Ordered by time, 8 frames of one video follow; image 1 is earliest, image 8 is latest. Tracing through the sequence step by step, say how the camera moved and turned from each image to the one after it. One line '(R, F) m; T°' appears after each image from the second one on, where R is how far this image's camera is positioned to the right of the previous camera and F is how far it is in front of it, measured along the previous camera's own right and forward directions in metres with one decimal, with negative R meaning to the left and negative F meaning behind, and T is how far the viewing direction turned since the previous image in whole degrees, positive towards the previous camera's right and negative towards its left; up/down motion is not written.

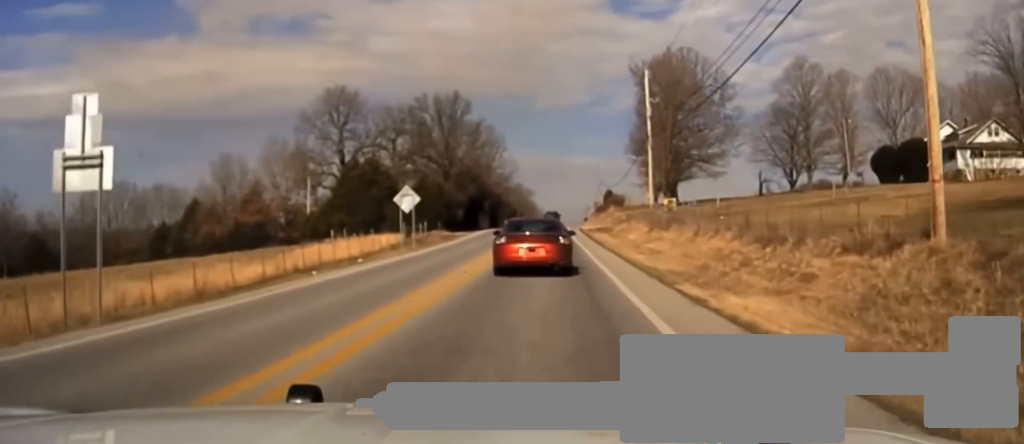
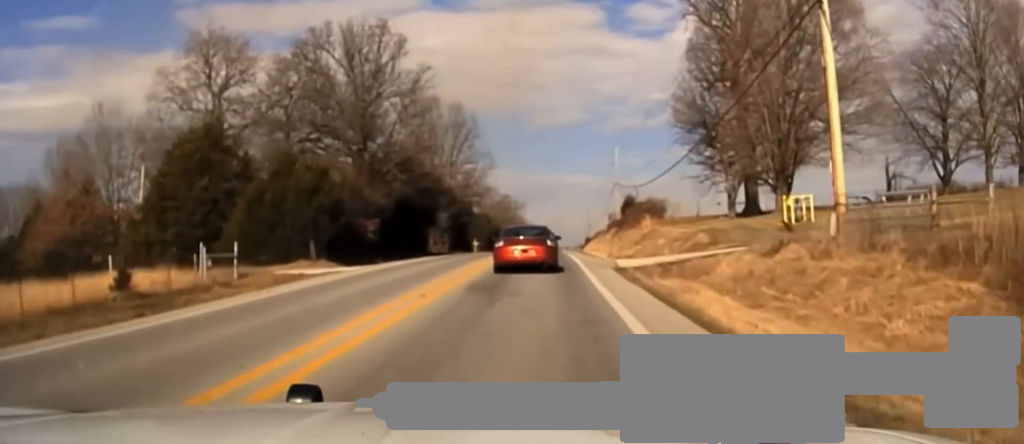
(+0.3, +46.6) m; 0°
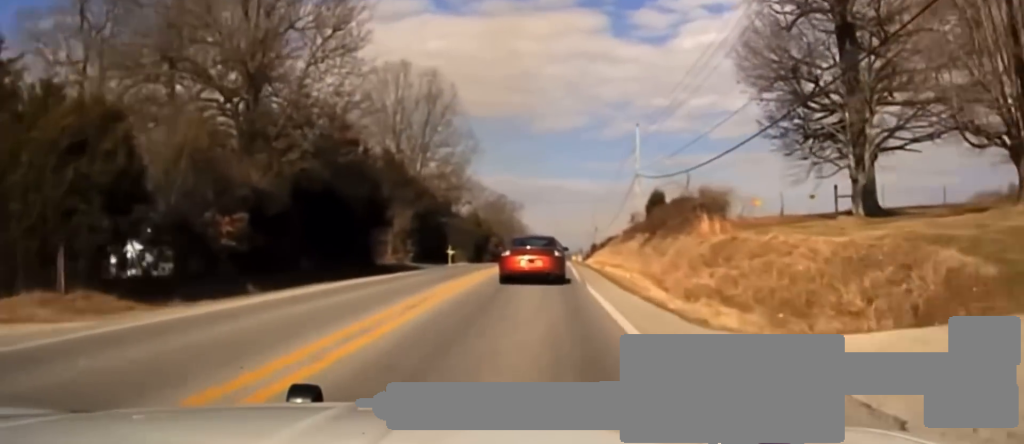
(-0.1, +21.0) m; +1°
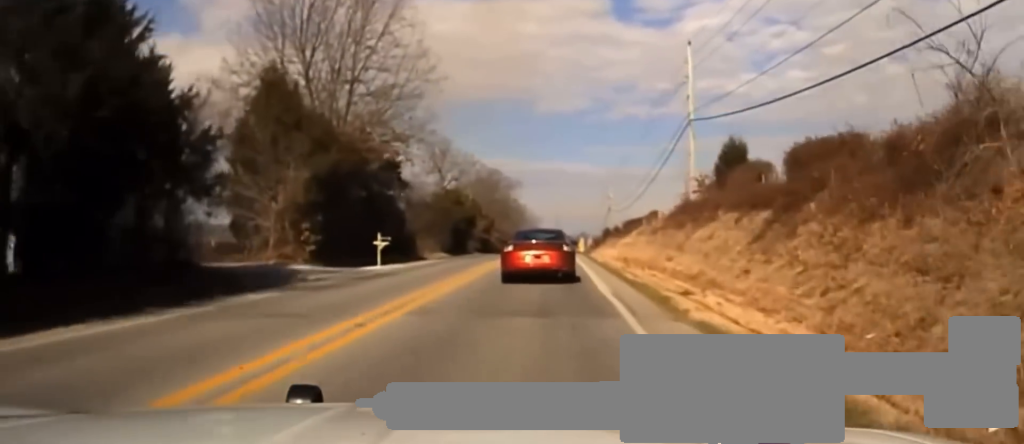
(+0.3, +27.6) m; 0°
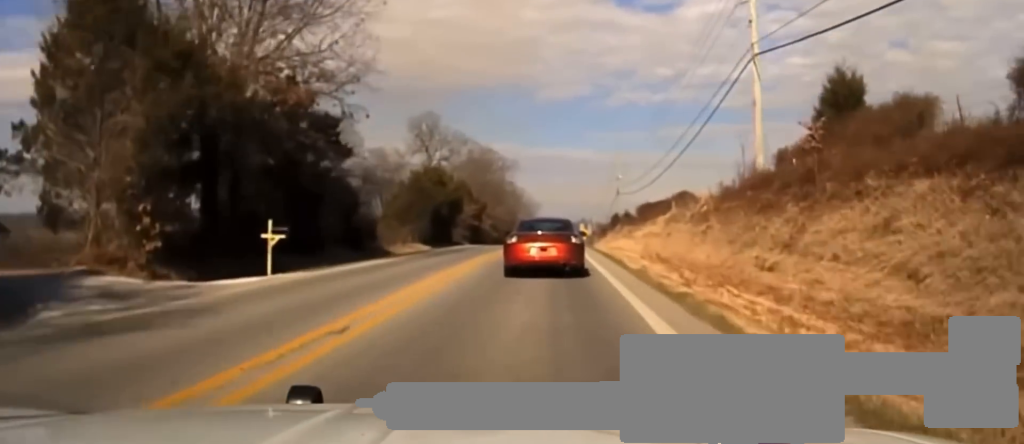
(-0.2, +16.3) m; 0°
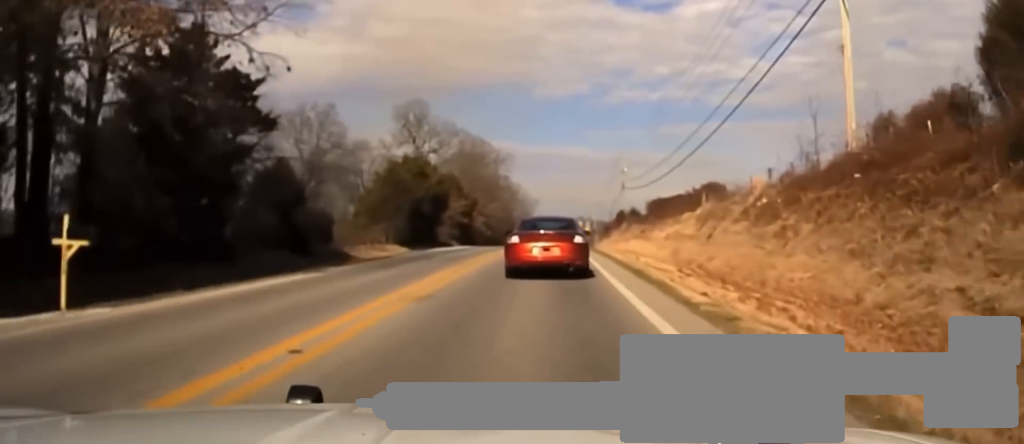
(-0.2, +11.6) m; 0°
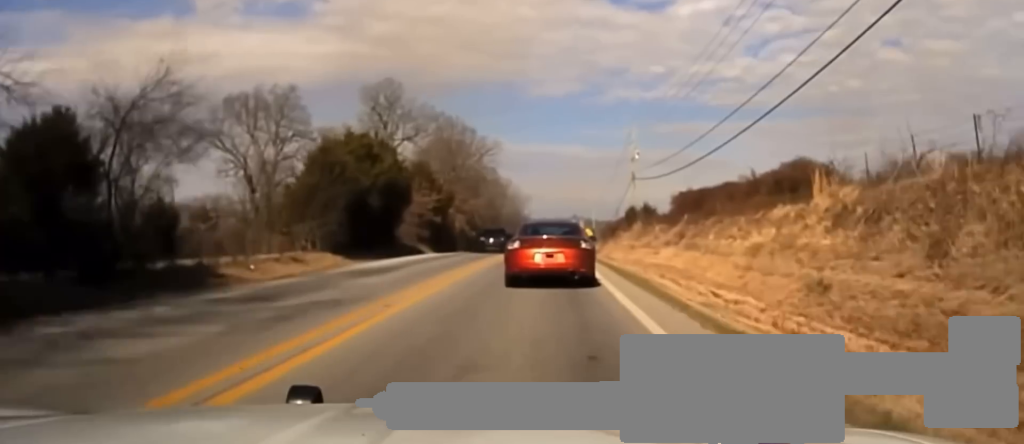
(+0.2, +20.0) m; 0°
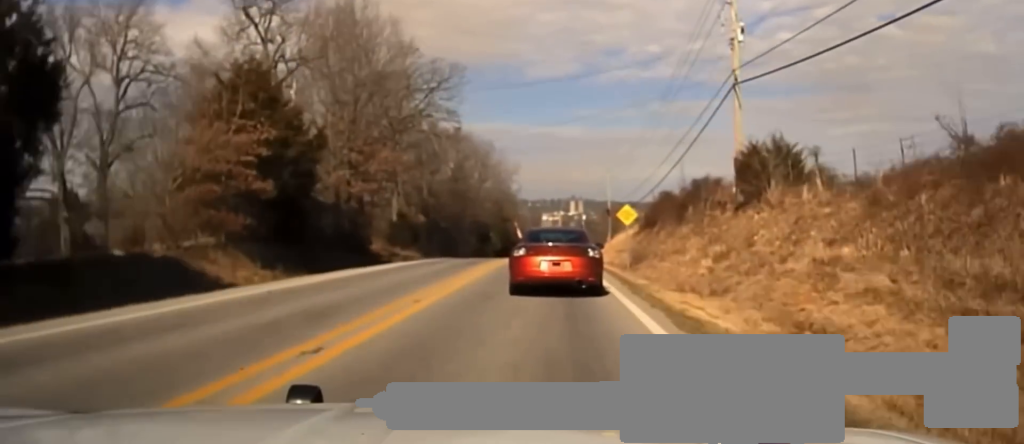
(+0.3, +50.4) m; 0°
